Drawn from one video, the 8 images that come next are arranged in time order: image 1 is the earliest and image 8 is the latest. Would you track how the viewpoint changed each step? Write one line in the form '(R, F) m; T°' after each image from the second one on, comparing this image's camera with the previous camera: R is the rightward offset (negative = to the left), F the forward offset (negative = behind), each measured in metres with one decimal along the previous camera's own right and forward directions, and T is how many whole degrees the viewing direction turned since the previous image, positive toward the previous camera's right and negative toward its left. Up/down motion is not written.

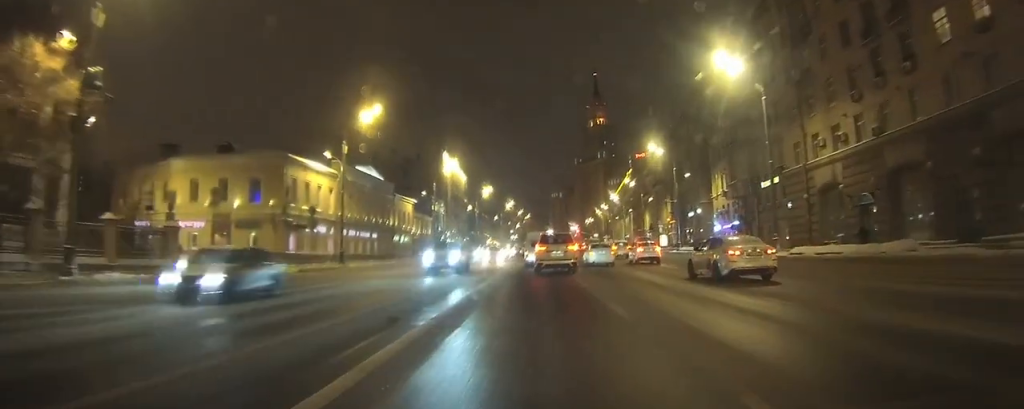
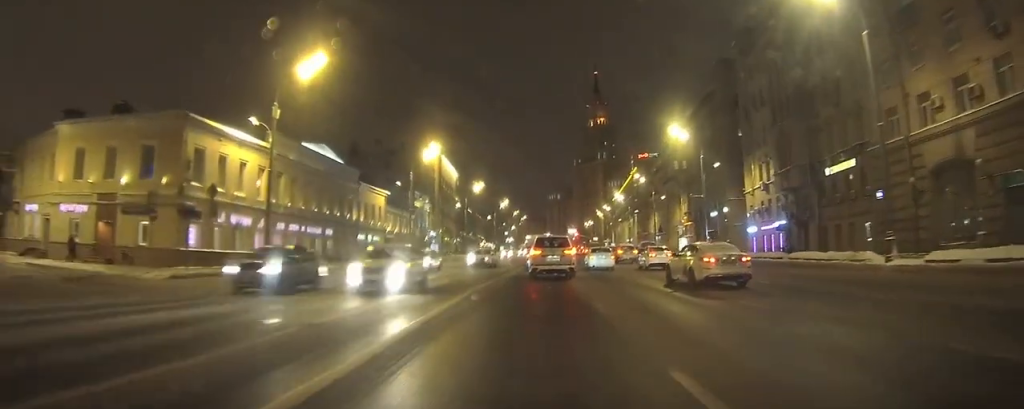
(-0.4, +14.2) m; -3°
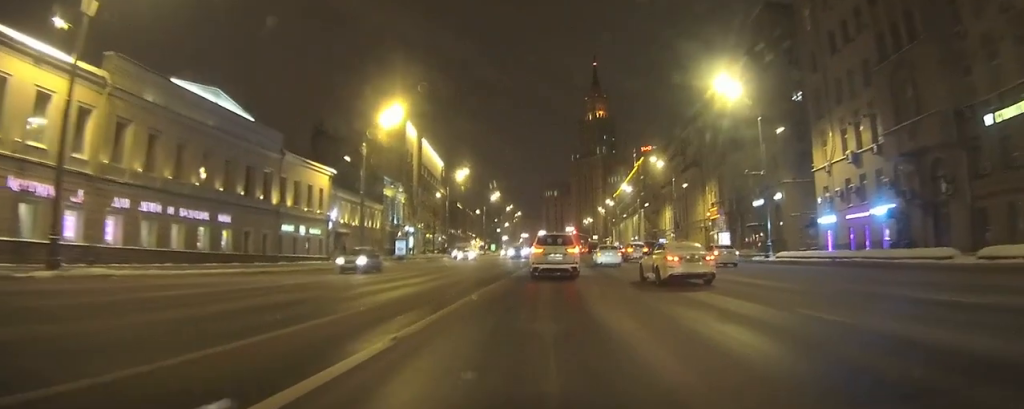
(+0.3, +20.9) m; +3°
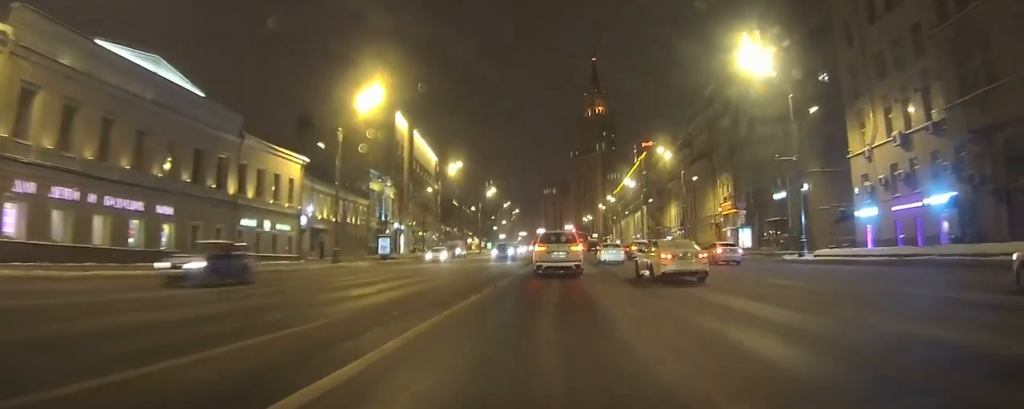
(+0.1, +7.4) m; +1°
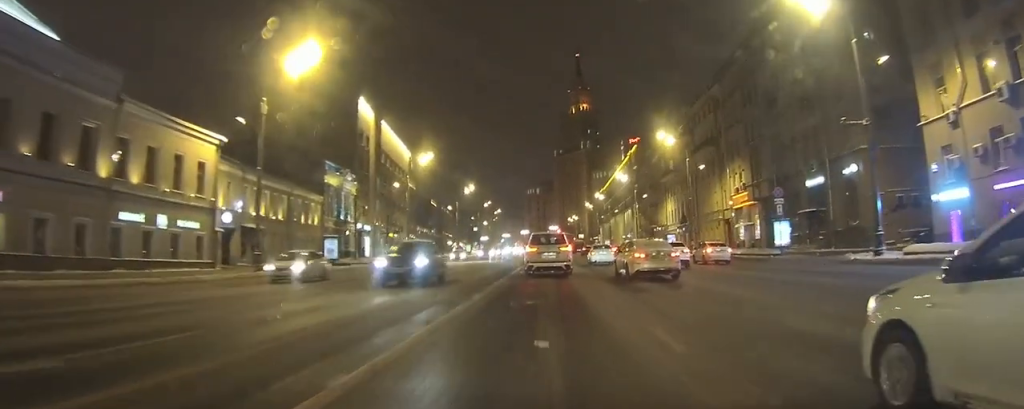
(+0.2, +12.2) m; +1°
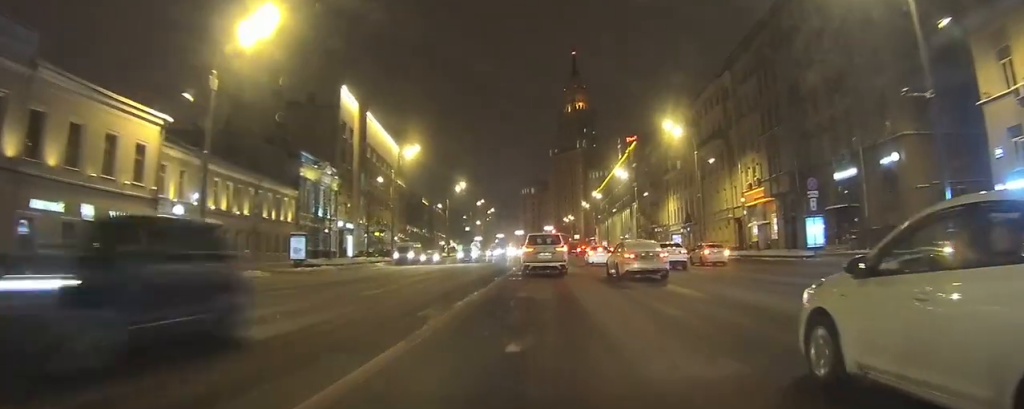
(0.0, +5.7) m; 0°
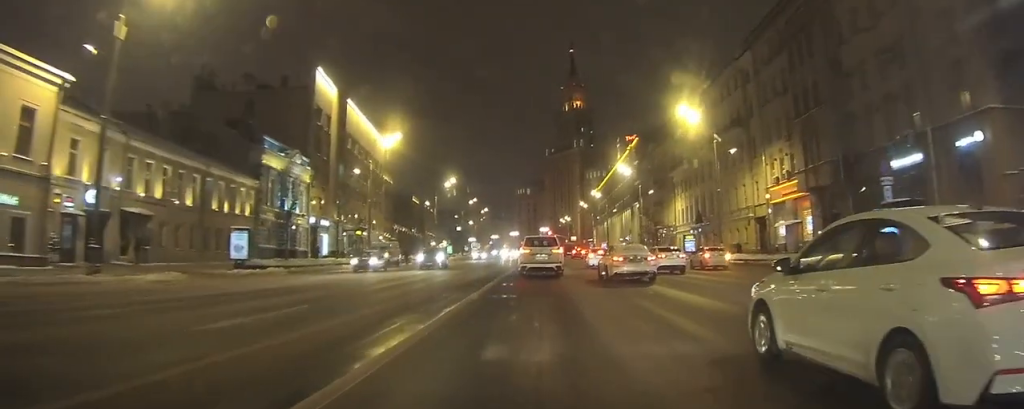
(0.0, +7.6) m; +1°
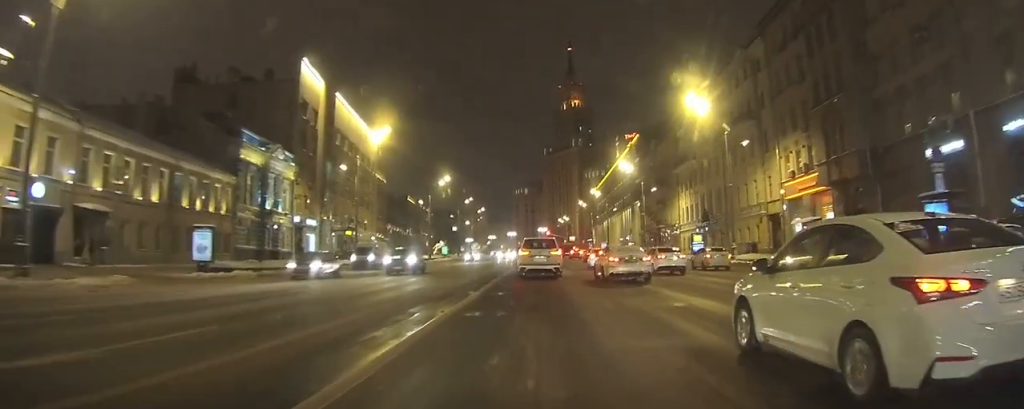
(0.0, +3.9) m; 0°
